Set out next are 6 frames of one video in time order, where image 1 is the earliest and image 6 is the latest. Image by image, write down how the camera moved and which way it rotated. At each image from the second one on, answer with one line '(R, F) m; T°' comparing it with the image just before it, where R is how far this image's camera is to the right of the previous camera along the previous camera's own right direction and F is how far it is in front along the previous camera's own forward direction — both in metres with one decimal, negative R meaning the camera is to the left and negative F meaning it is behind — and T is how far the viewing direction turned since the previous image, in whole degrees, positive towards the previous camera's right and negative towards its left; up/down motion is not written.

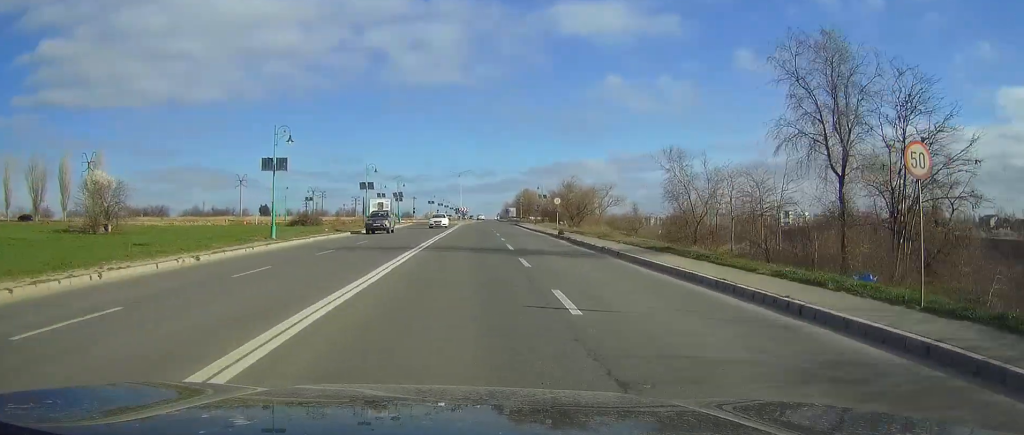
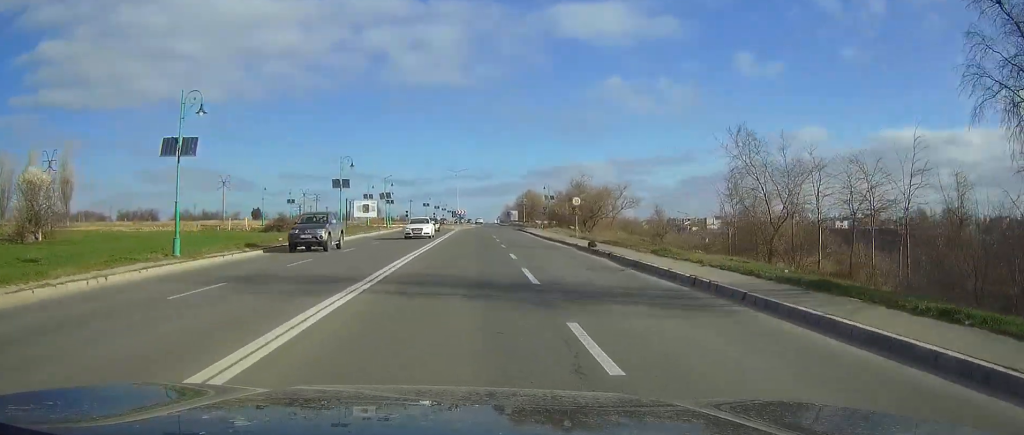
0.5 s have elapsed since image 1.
(-0.1, +11.6) m; 0°
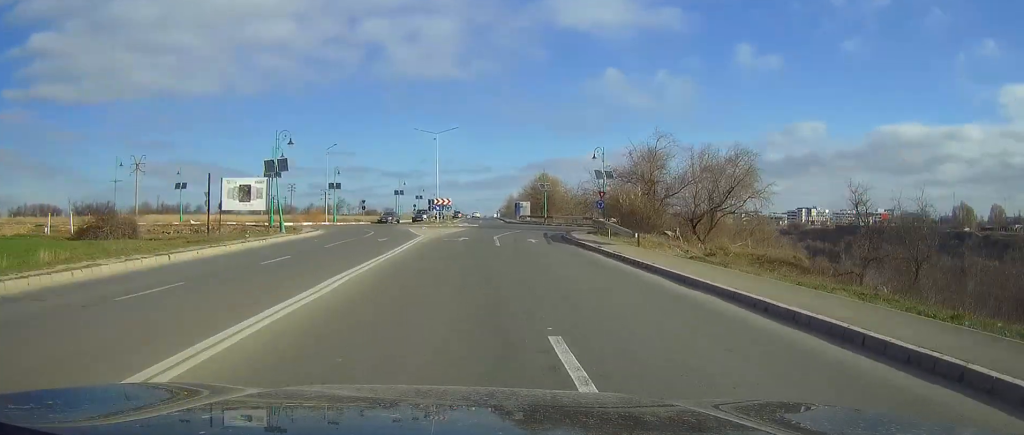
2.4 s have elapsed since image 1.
(-0.8, +47.2) m; -2°
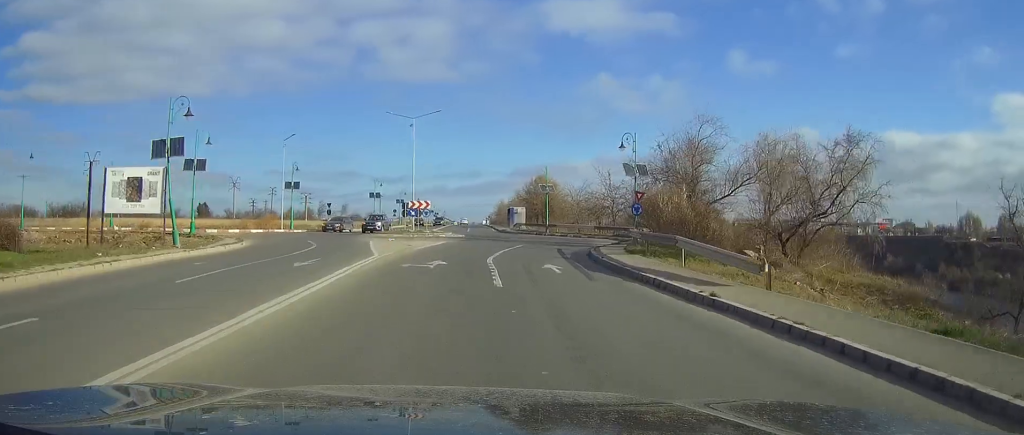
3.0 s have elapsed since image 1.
(+0.3, +14.8) m; +1°
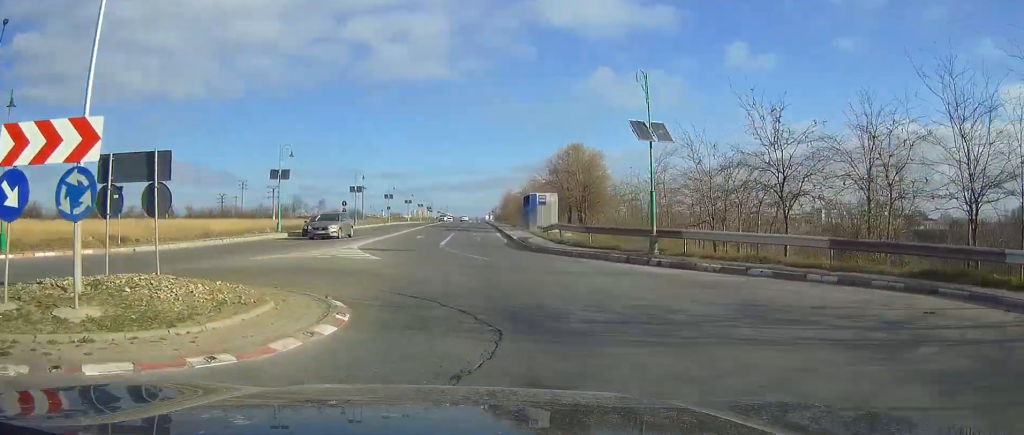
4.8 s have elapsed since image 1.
(+0.8, +44.7) m; 0°
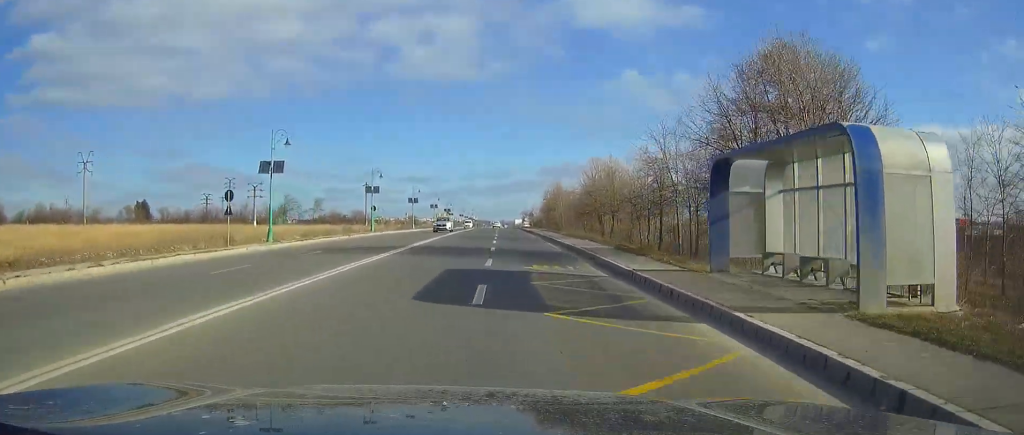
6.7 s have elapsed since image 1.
(-1.1, +43.9) m; -2°
